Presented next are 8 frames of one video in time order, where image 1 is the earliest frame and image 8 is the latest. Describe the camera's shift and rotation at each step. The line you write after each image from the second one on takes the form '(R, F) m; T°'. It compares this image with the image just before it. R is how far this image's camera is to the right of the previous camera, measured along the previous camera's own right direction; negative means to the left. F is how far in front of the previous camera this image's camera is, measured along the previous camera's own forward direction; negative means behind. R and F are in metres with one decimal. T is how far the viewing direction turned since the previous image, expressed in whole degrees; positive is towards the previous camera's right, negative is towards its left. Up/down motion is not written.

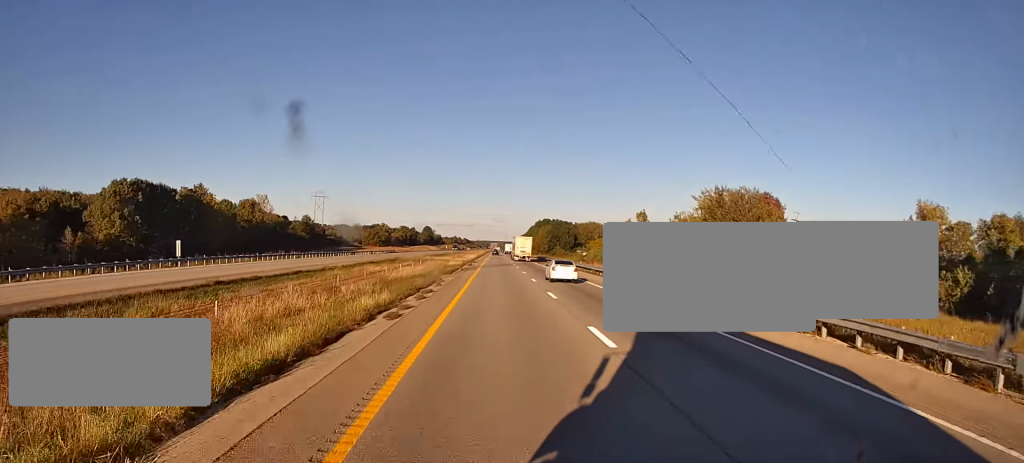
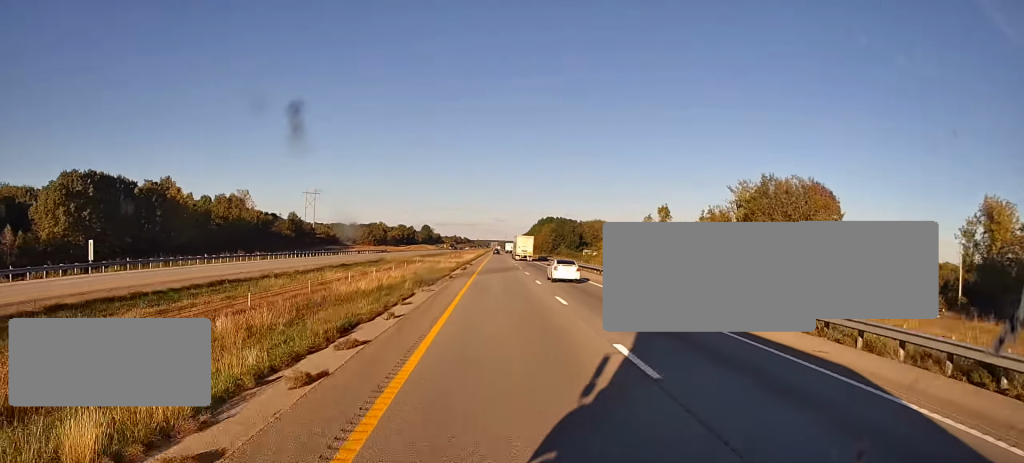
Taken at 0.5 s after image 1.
(-0.7, +15.2) m; 0°
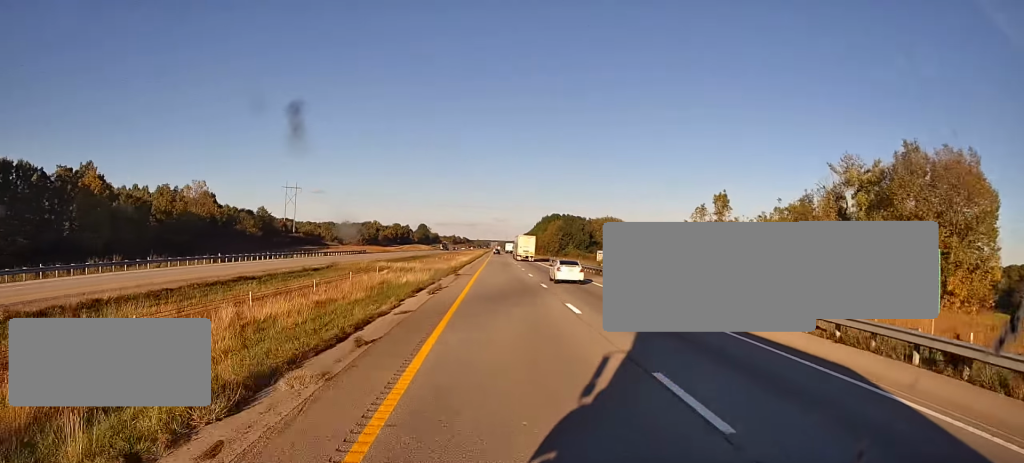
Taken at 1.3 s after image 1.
(0.0, +27.2) m; +1°
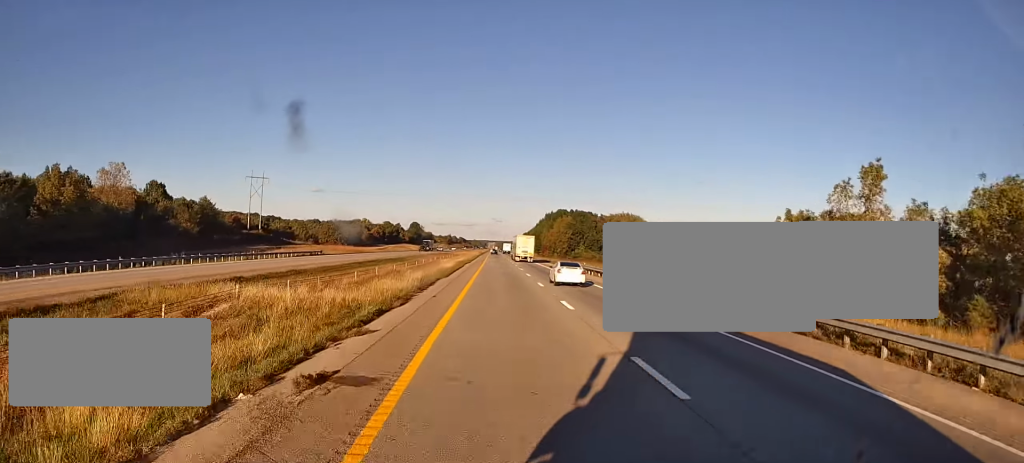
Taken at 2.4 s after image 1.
(+0.5, +34.9) m; 0°
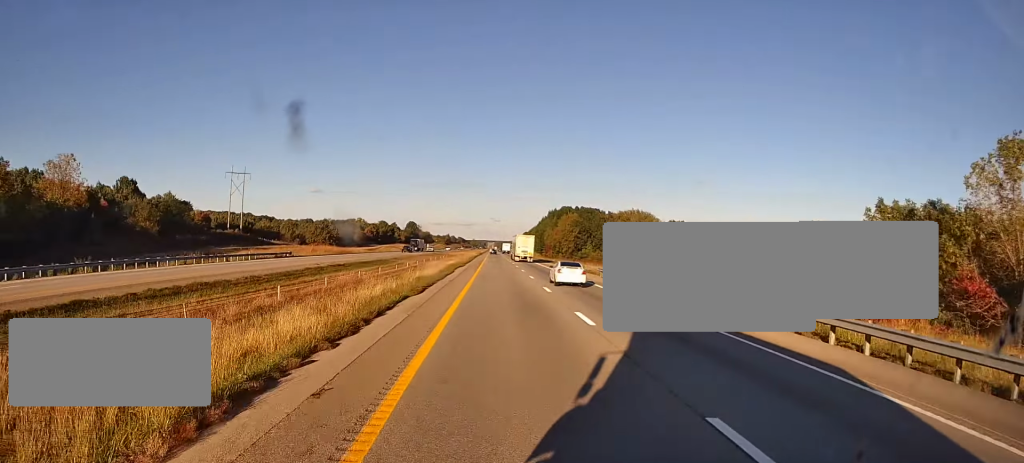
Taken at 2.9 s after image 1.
(-0.2, +16.4) m; -1°
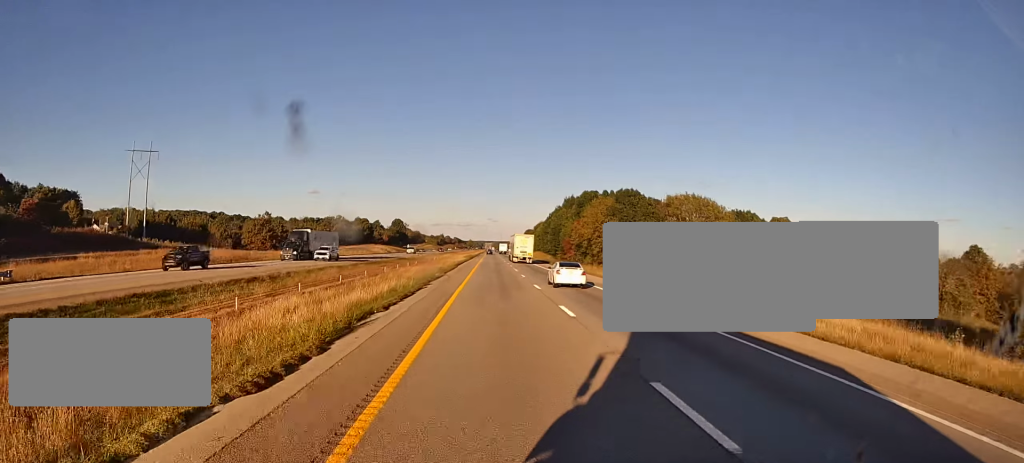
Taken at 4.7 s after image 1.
(+0.1, +58.8) m; 0°
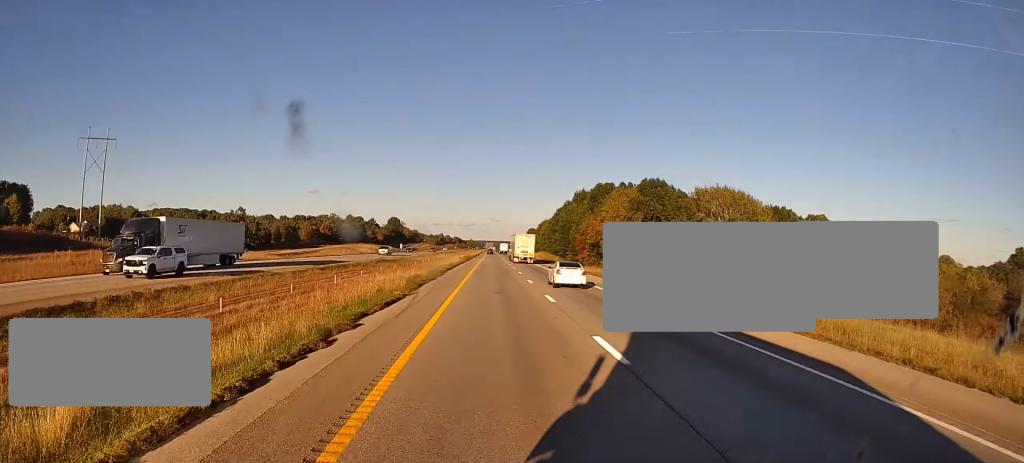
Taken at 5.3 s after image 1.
(+0.1, +19.5) m; 0°
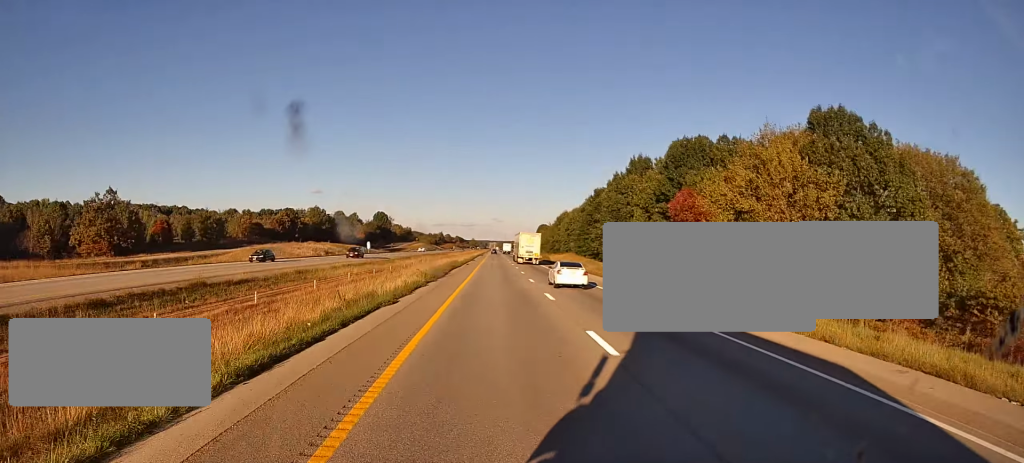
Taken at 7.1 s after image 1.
(-0.2, +59.6) m; 0°
